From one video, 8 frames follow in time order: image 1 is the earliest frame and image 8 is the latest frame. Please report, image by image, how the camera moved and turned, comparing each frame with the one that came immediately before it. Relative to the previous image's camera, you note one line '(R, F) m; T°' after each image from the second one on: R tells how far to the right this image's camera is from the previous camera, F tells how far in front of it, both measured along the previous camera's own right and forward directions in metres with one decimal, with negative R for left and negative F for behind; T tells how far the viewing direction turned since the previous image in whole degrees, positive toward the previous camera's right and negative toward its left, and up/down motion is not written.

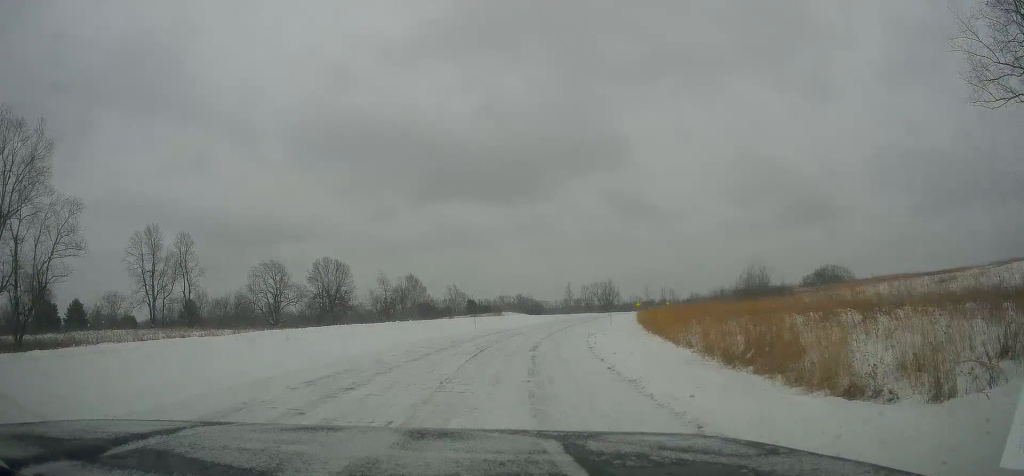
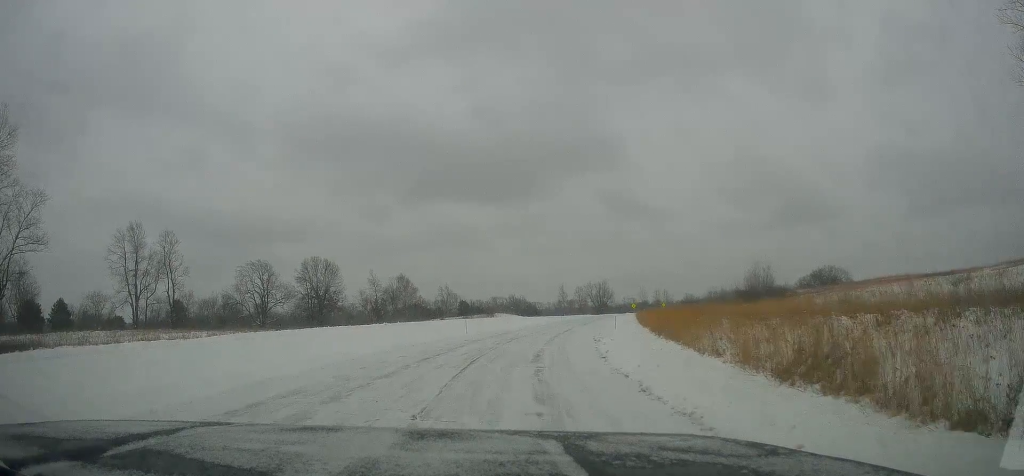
(+0.3, +3.6) m; +5°
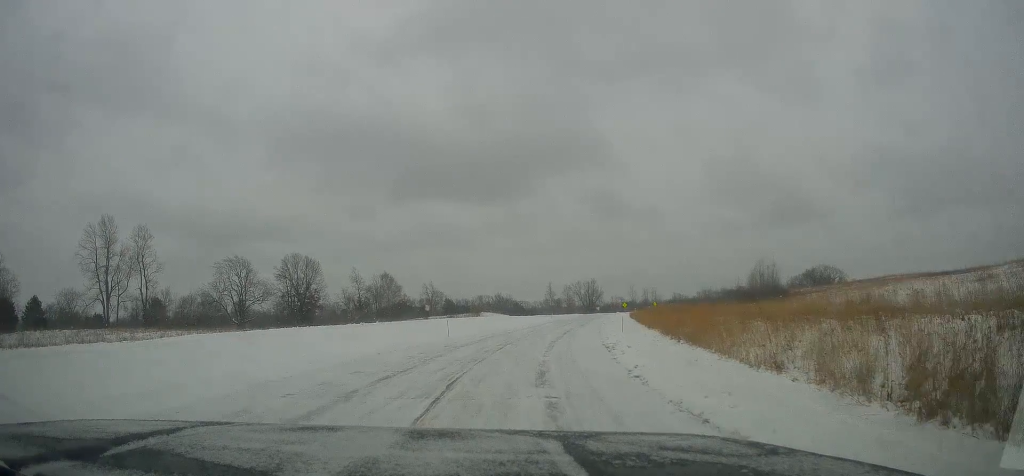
(+0.3, +5.4) m; +2°
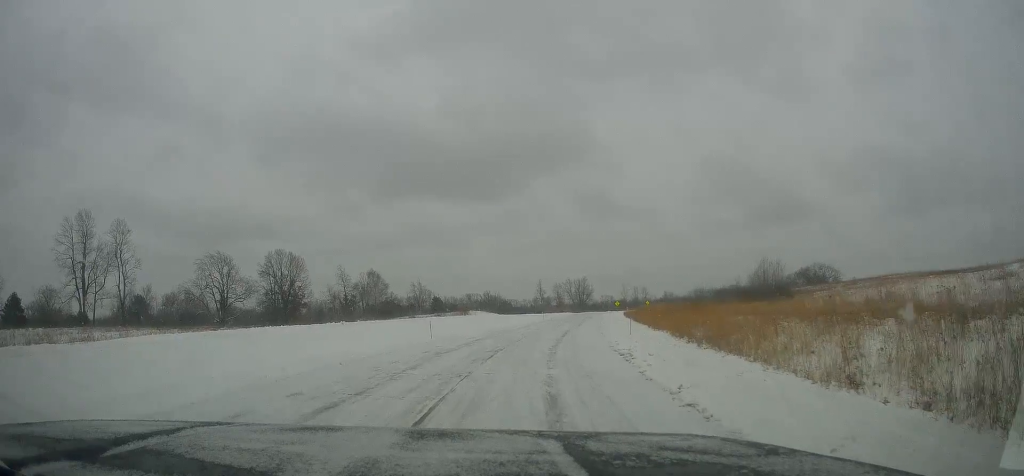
(-0.1, +4.1) m; -1°
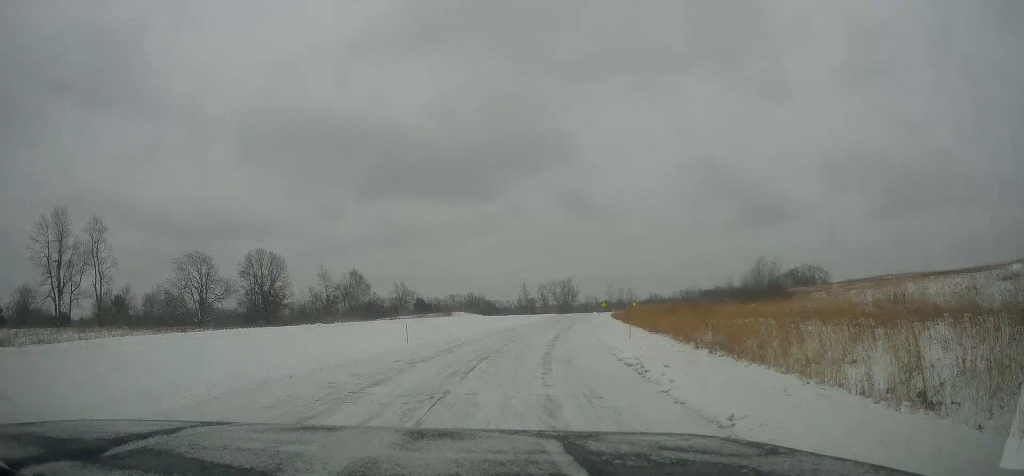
(-0.1, +3.0) m; 0°
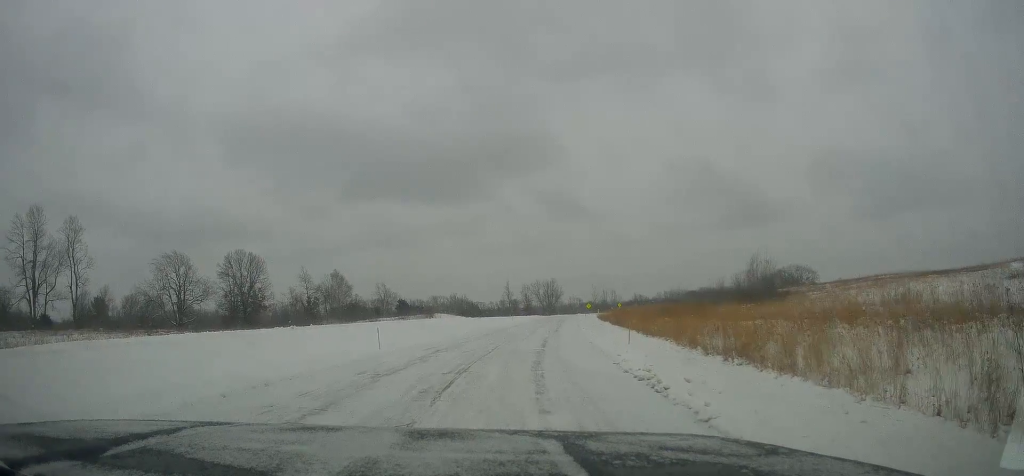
(0.0, +2.8) m; +4°
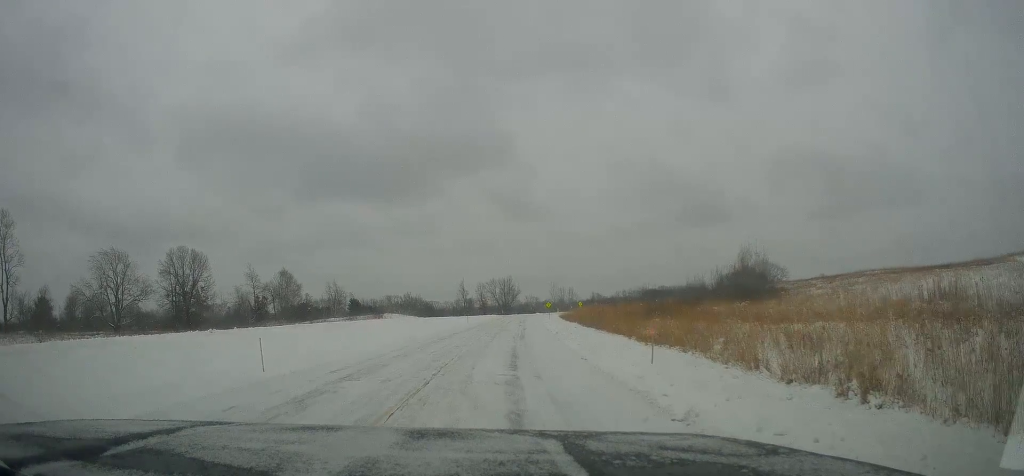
(+0.9, +8.2) m; +7°
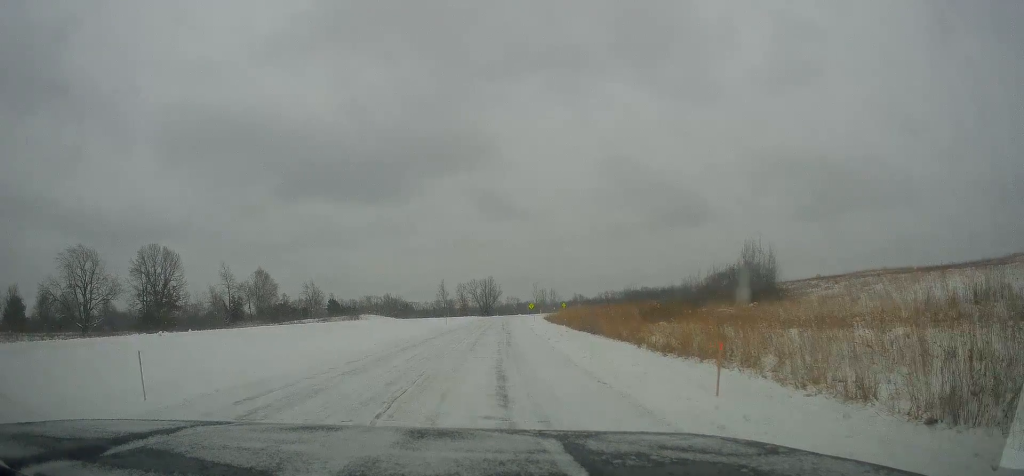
(-0.2, +5.0) m; +1°
